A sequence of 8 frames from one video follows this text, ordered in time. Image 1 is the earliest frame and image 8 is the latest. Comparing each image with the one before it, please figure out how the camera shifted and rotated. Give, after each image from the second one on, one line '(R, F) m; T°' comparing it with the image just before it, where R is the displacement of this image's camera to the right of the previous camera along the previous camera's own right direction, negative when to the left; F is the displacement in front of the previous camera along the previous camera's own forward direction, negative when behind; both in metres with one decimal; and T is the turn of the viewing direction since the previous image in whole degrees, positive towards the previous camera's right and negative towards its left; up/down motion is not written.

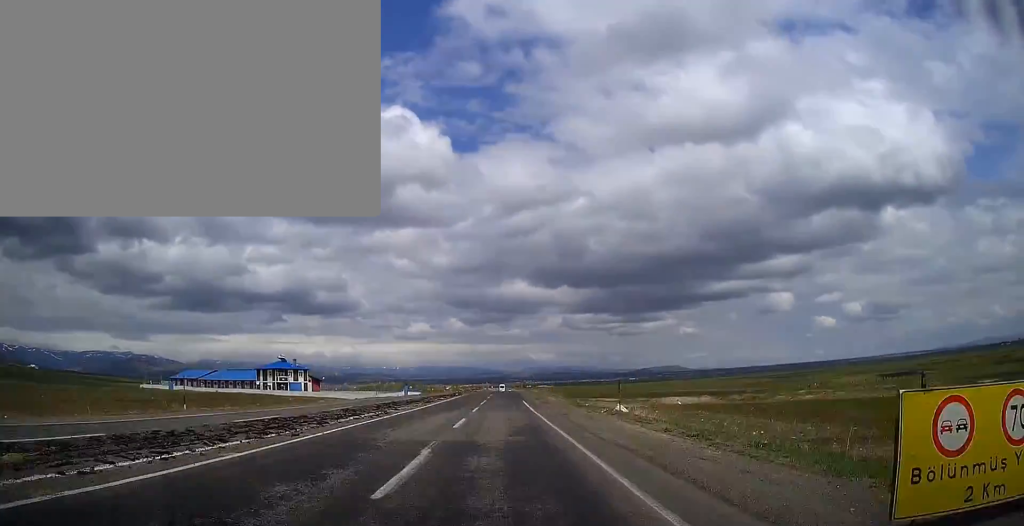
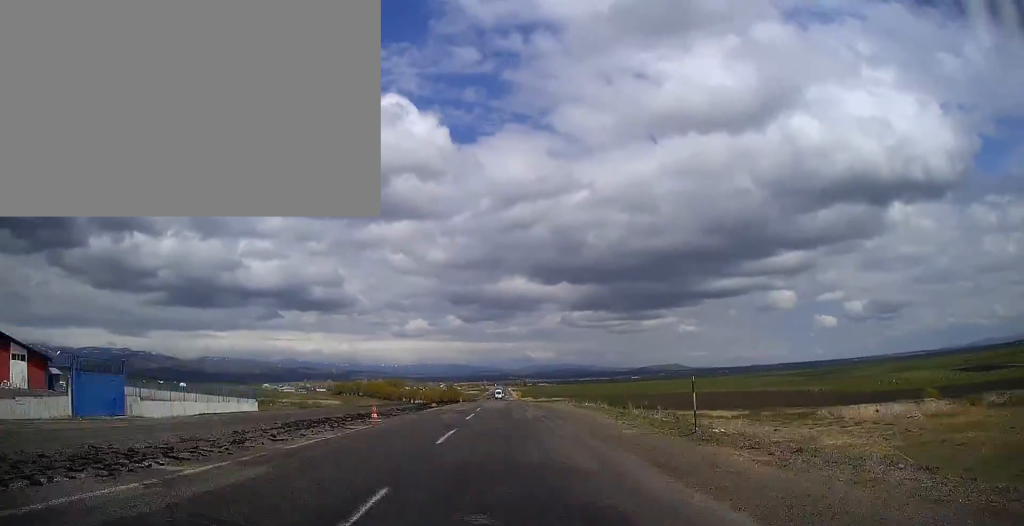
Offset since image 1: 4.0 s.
(0.0, +101.9) m; 0°
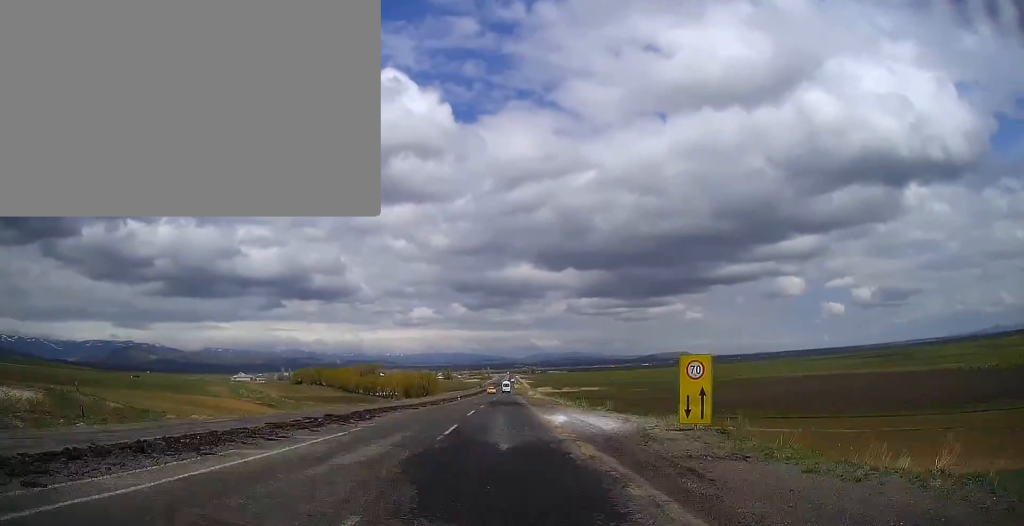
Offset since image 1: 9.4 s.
(0.0, +129.5) m; 0°
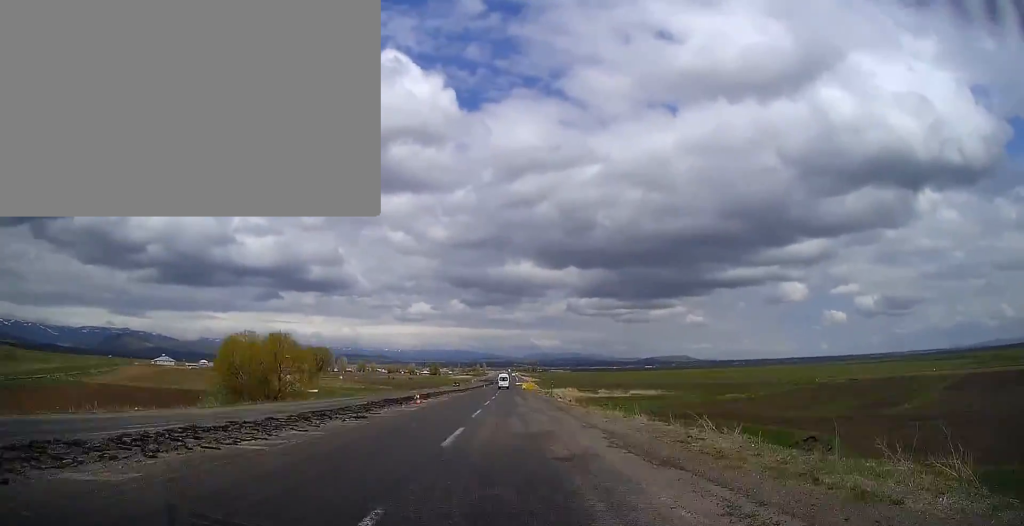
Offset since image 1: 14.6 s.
(-0.1, +111.5) m; 0°
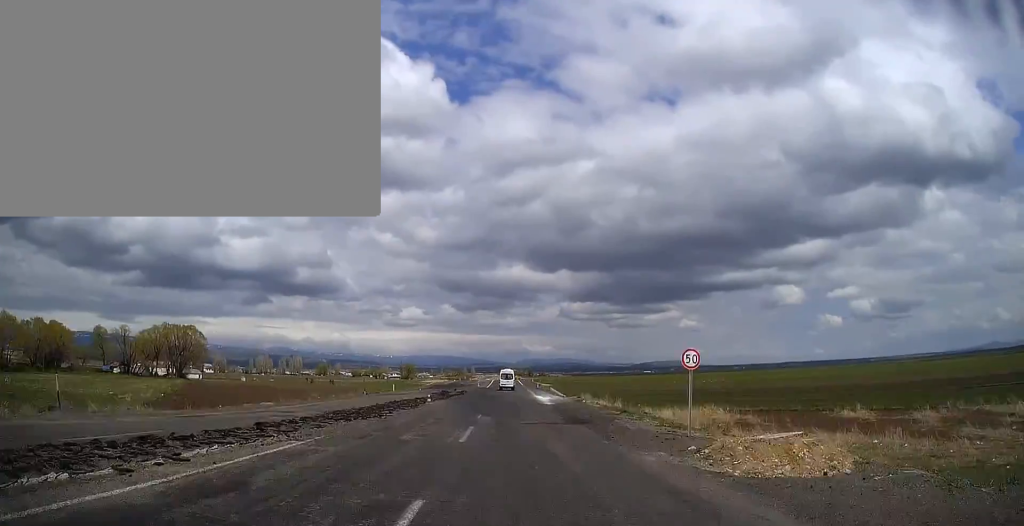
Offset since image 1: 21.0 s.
(+0.2, +125.2) m; 0°
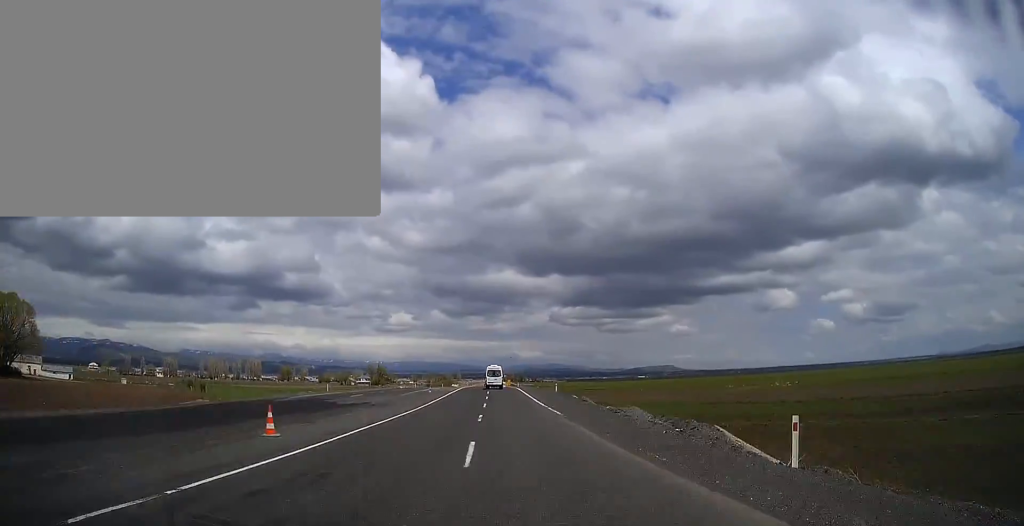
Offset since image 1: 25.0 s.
(+0.3, +123.8) m; 0°
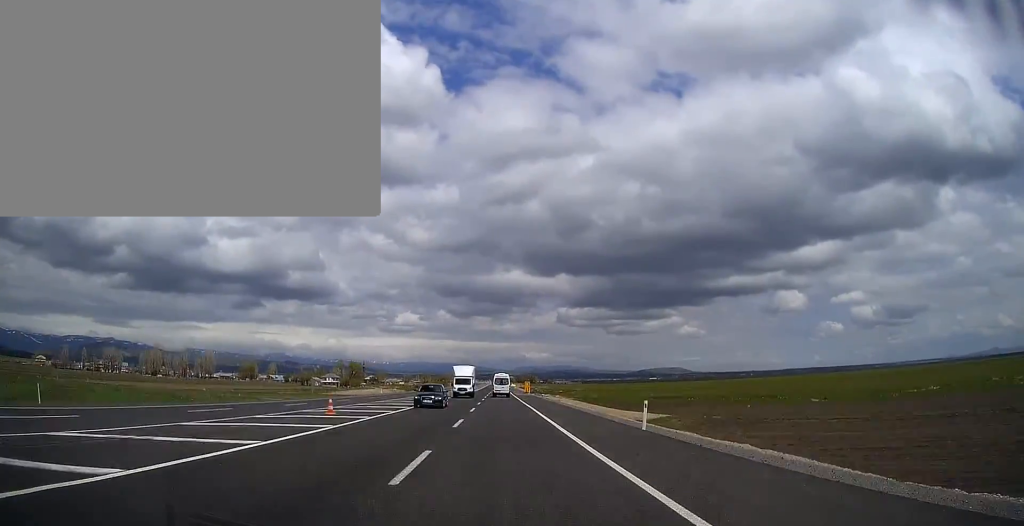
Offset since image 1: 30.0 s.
(+0.3, +179.4) m; 0°
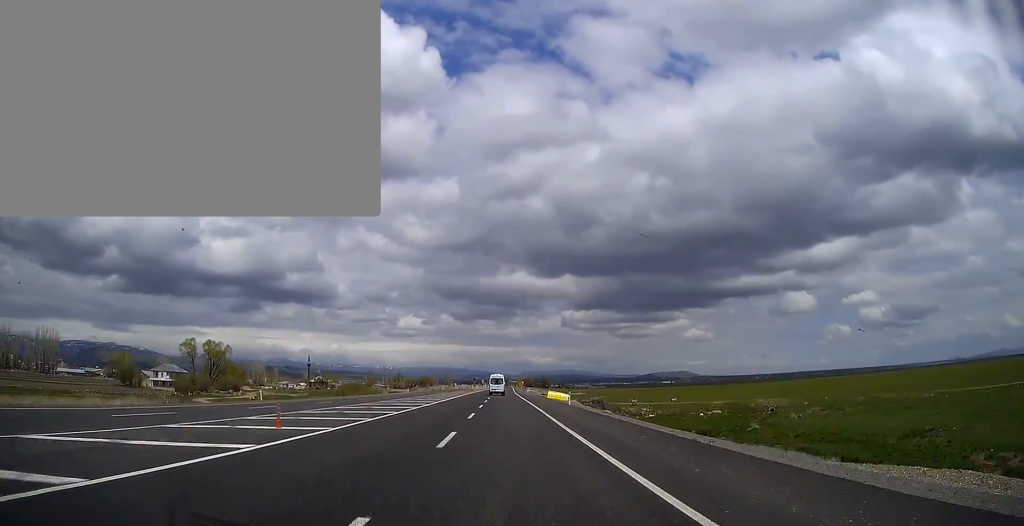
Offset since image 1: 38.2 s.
(-0.9, +274.0) m; 0°
